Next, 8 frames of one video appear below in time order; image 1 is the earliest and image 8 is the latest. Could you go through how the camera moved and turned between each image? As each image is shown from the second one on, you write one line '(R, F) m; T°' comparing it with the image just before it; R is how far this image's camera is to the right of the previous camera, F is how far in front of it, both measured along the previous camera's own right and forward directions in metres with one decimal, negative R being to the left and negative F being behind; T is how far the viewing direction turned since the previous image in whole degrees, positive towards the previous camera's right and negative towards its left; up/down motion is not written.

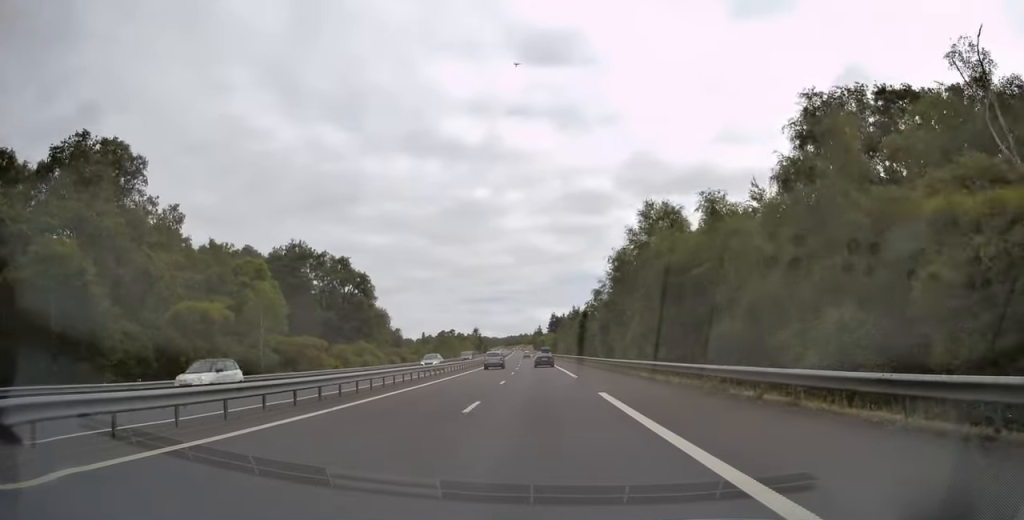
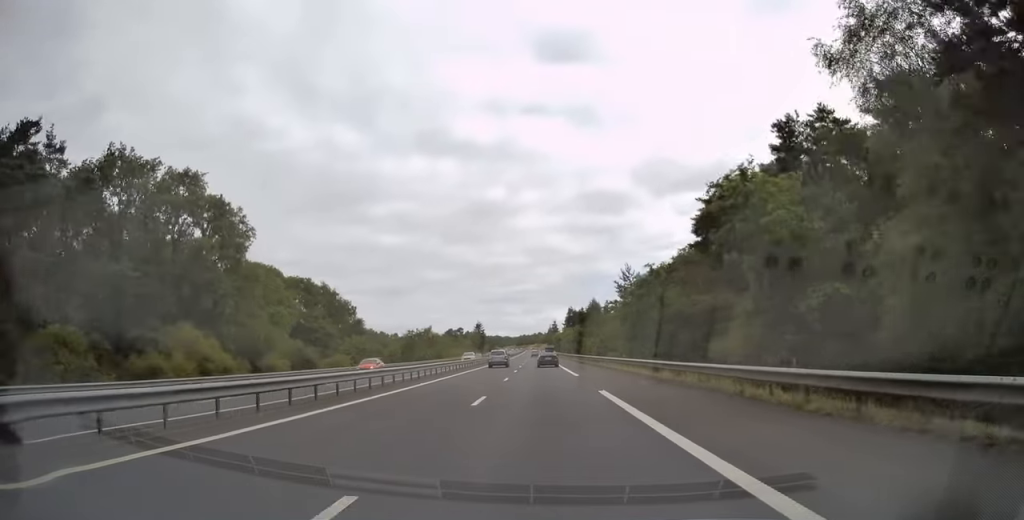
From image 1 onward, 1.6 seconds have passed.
(-0.7, +50.4) m; -2°
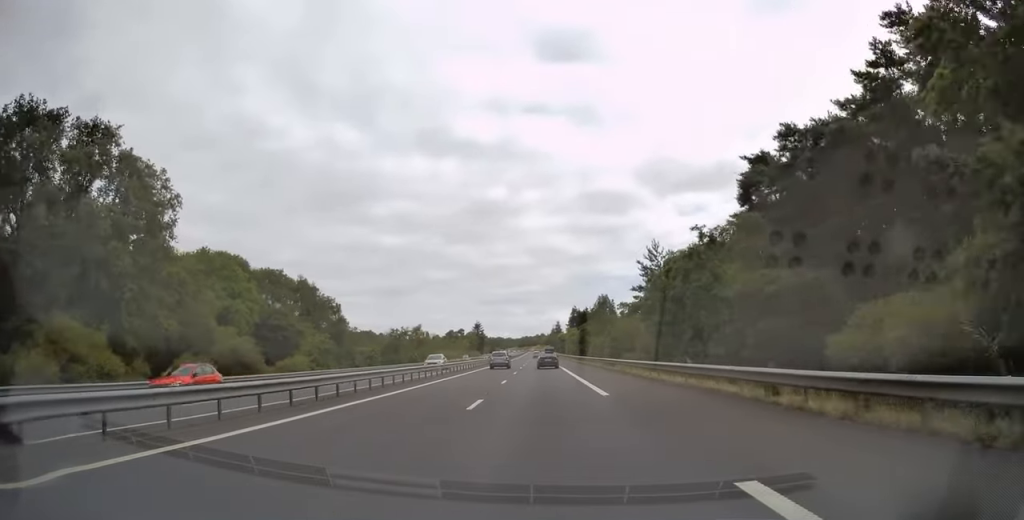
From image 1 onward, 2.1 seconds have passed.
(-0.1, +13.9) m; 0°
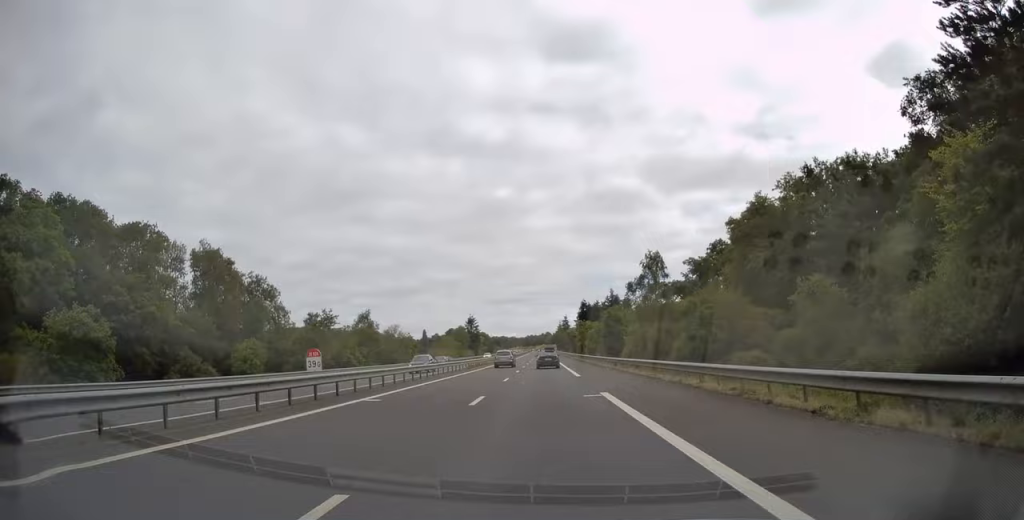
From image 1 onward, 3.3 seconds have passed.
(-0.3, +37.9) m; 0°
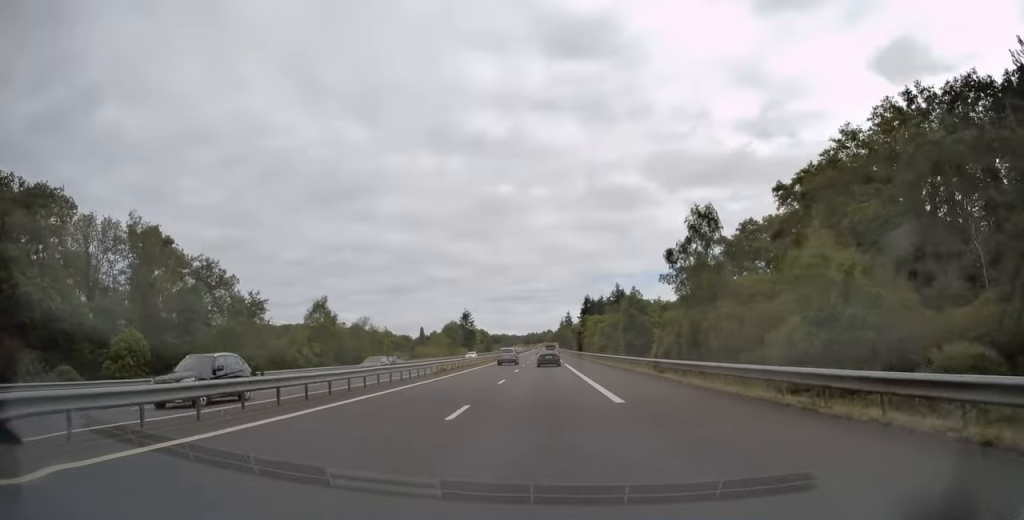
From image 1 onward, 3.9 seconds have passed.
(0.0, +16.8) m; 0°
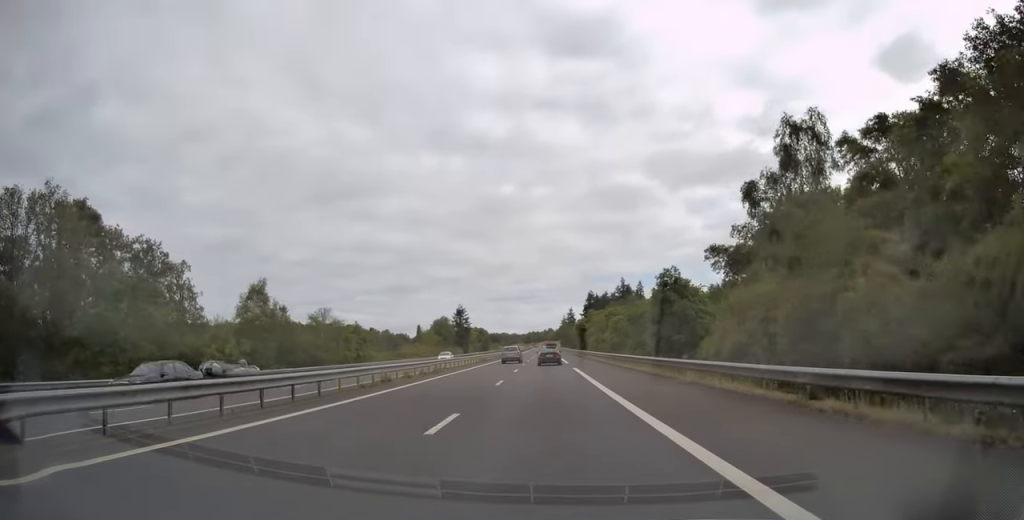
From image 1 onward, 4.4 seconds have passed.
(+0.1, +15.2) m; 0°
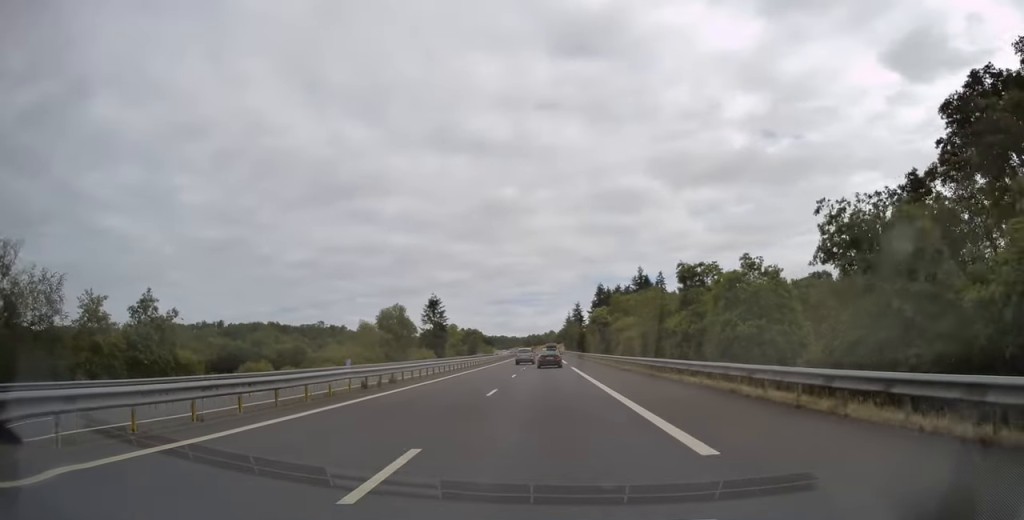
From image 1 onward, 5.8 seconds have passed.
(-0.5, +44.3) m; -1°
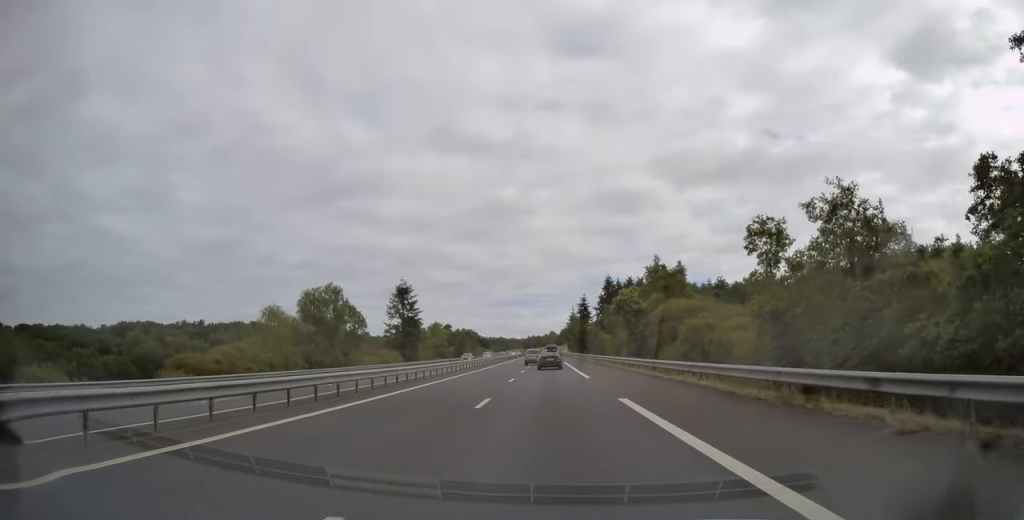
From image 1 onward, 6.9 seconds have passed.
(0.0, +29.7) m; 0°
